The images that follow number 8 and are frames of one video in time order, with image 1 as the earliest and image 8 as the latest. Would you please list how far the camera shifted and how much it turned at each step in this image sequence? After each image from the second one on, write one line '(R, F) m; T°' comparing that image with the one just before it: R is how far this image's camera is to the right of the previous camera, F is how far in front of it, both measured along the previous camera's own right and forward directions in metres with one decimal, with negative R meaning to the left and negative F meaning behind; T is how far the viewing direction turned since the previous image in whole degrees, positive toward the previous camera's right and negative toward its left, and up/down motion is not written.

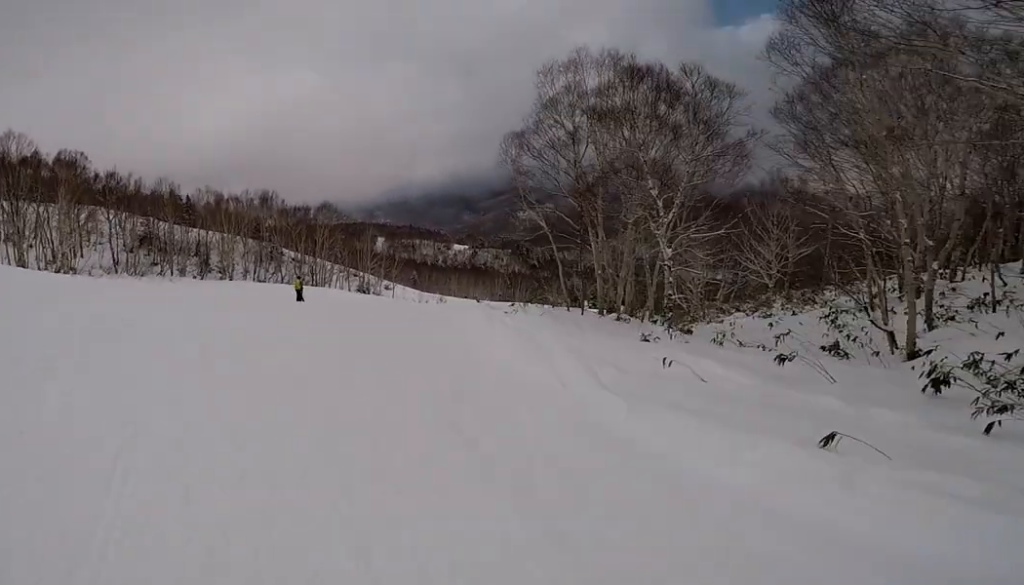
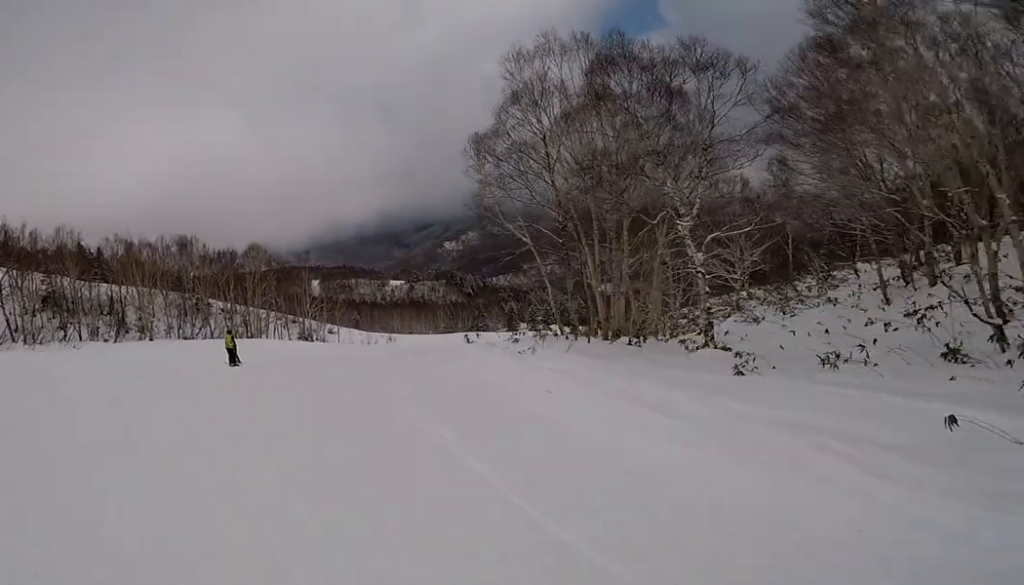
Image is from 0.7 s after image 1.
(-0.1, +5.6) m; +2°
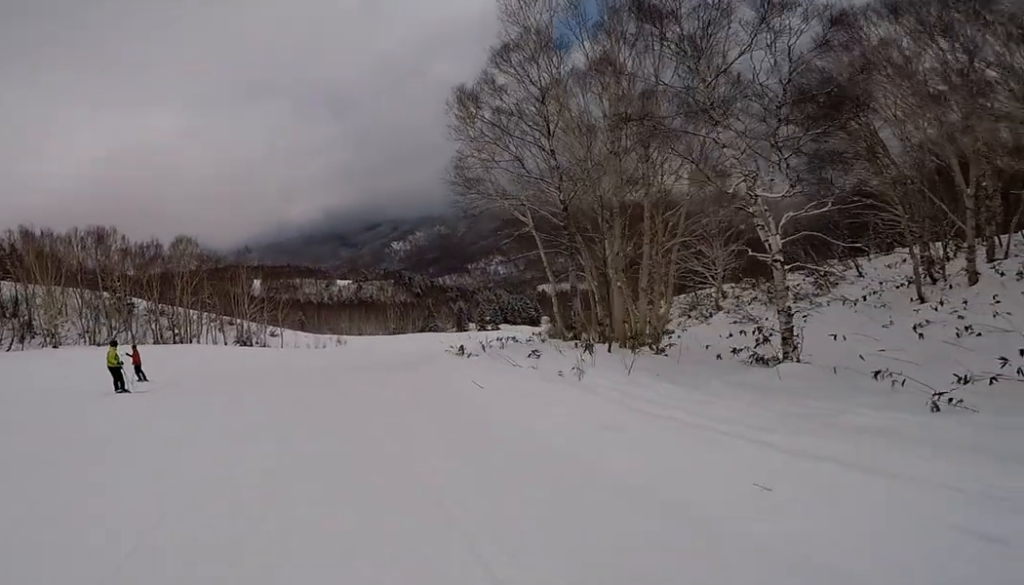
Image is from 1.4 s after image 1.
(+0.2, +5.9) m; 0°
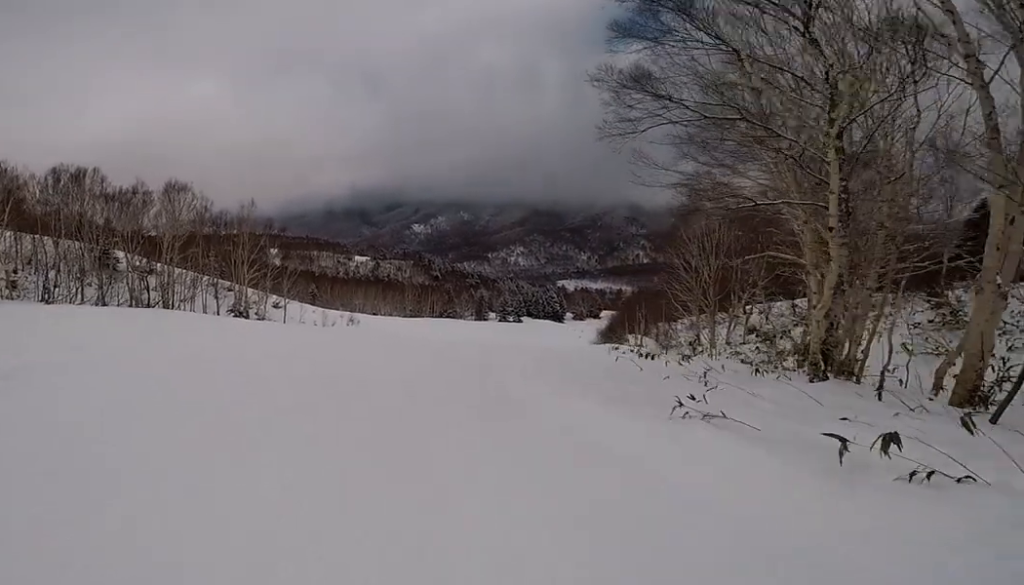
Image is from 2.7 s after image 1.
(-0.2, +10.7) m; +7°
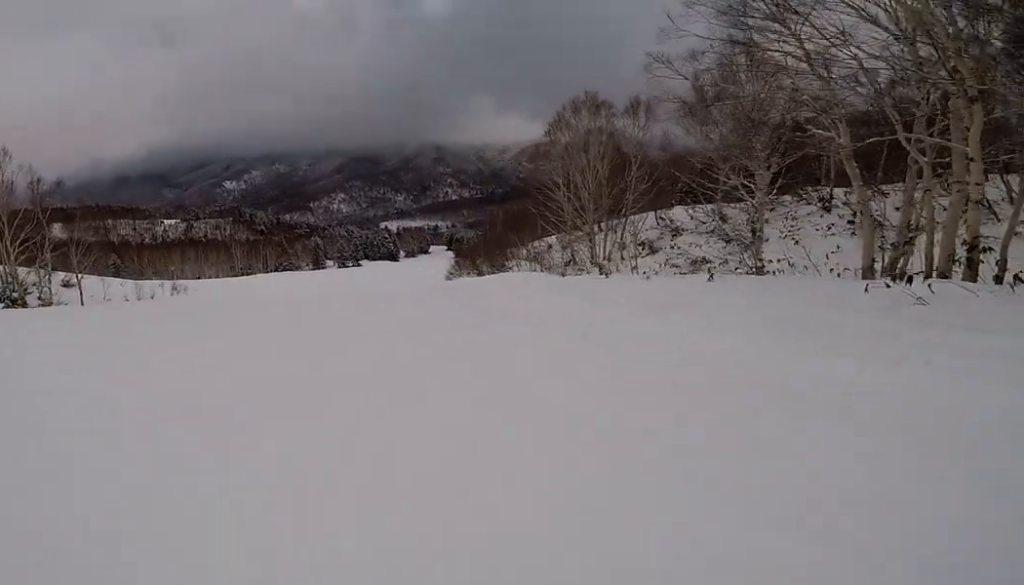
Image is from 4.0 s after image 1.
(+1.7, +9.2) m; +16°
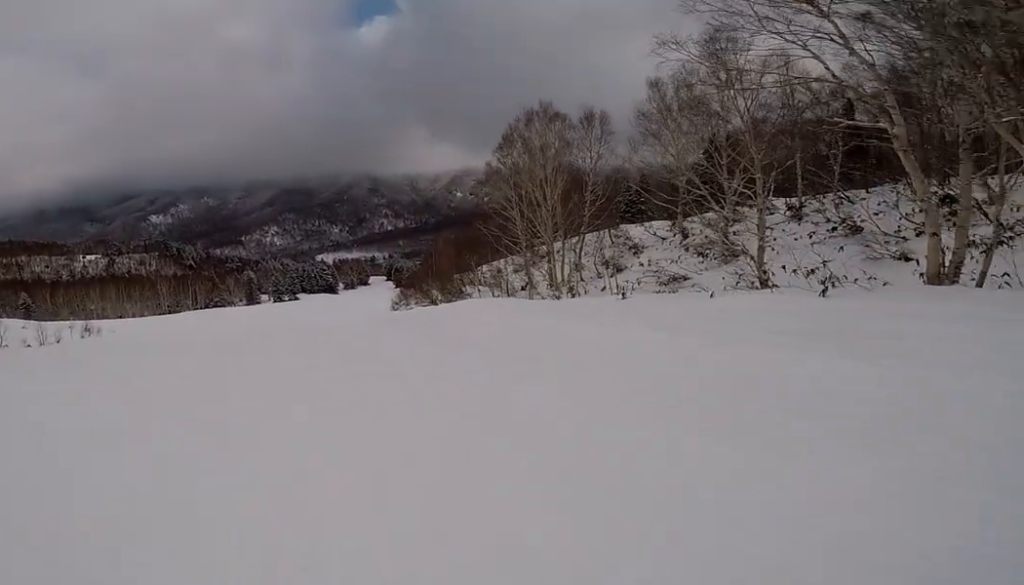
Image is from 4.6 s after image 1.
(0.0, +4.4) m; +8°
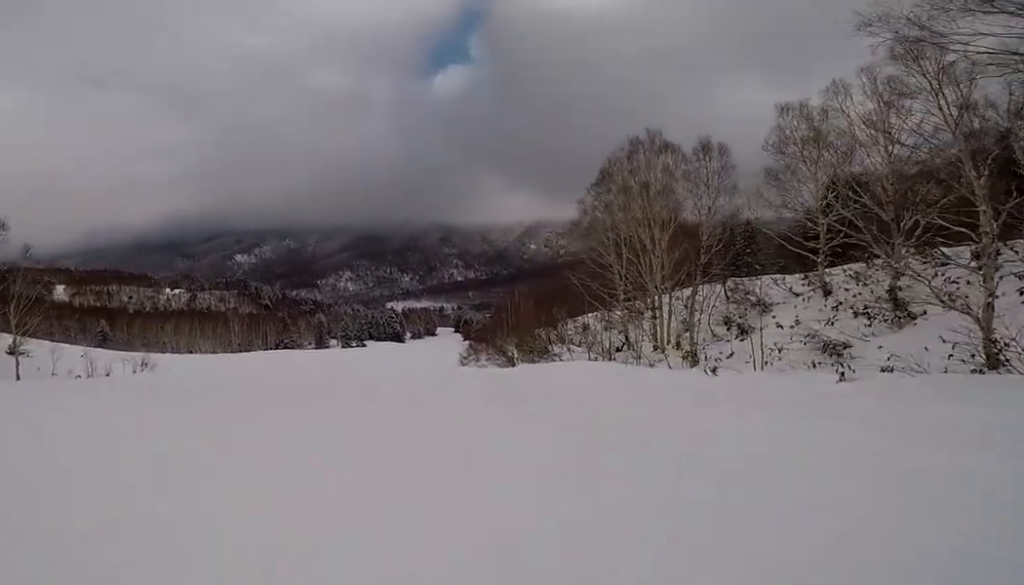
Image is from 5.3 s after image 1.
(+0.7, +5.2) m; 0°
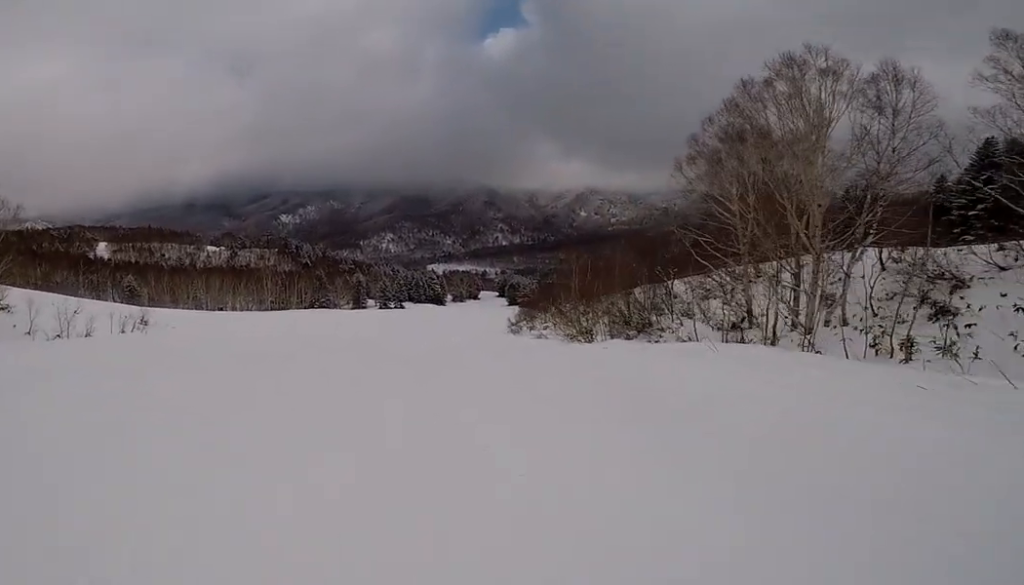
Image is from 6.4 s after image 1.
(-0.6, +8.9) m; -8°
